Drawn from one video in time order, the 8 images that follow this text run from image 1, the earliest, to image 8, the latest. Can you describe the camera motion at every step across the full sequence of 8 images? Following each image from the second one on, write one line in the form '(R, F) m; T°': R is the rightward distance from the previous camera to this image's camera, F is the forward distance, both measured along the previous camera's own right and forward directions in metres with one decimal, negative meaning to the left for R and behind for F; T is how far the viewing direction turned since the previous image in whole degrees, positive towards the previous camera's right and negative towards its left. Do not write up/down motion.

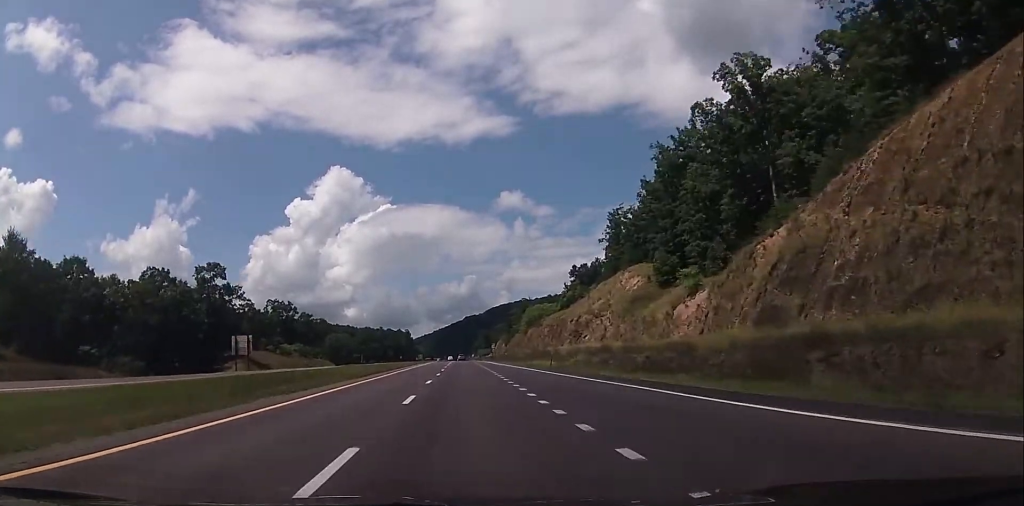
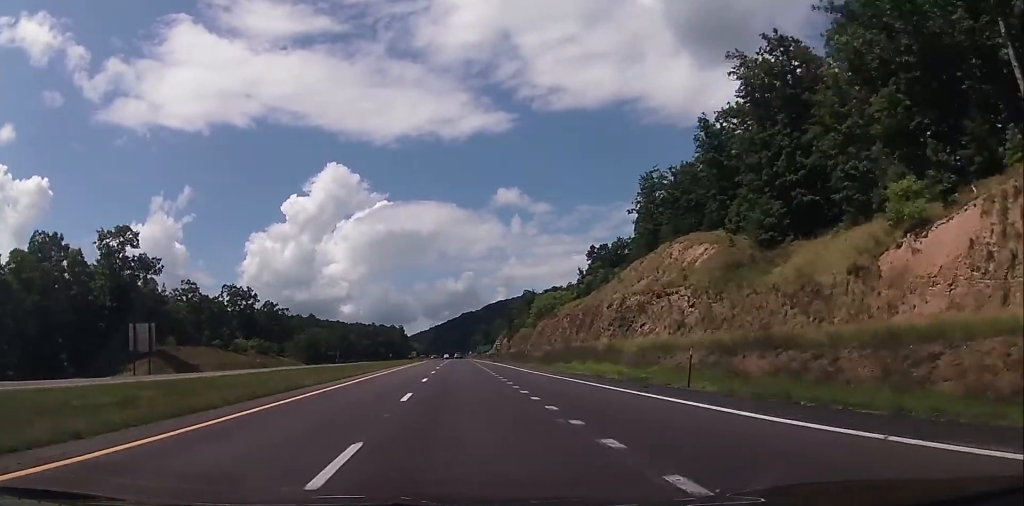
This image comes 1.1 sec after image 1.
(-0.5, +35.6) m; 0°
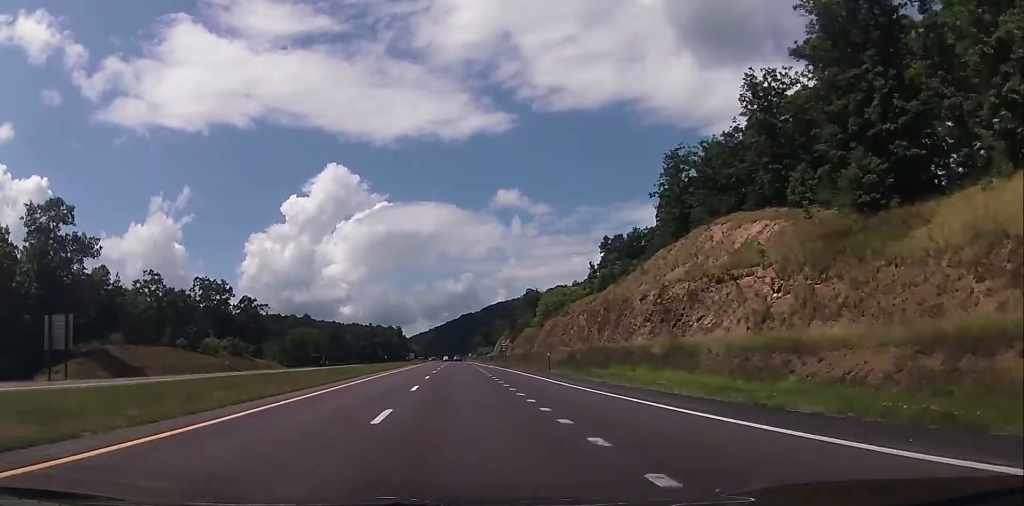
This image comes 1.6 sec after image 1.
(+0.4, +17.8) m; 0°
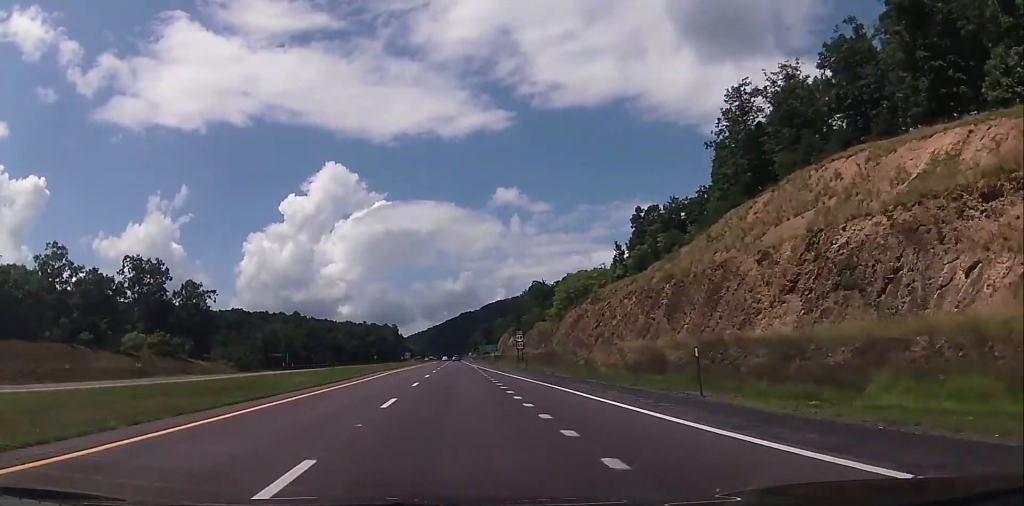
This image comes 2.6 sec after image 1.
(-0.1, +32.2) m; 0°
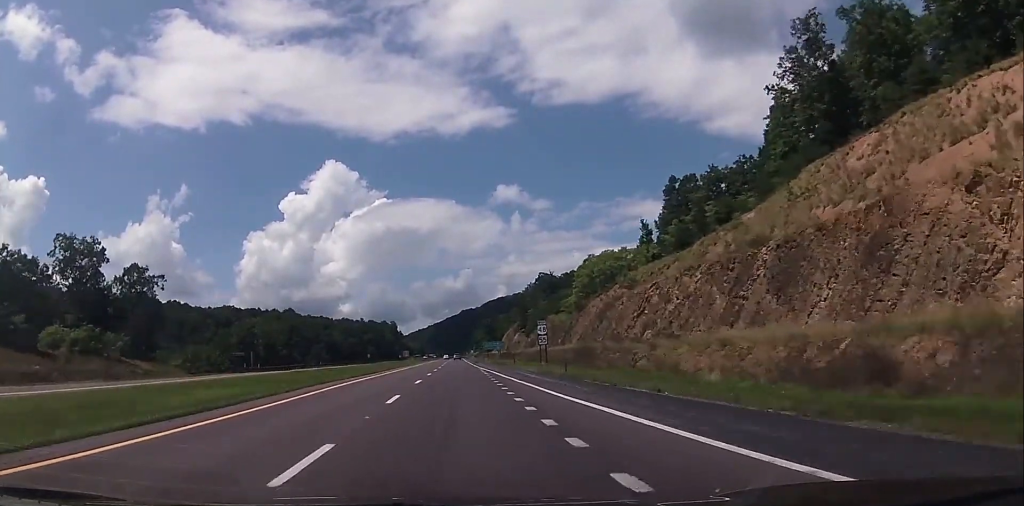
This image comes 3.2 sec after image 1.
(-0.1, +22.2) m; 0°
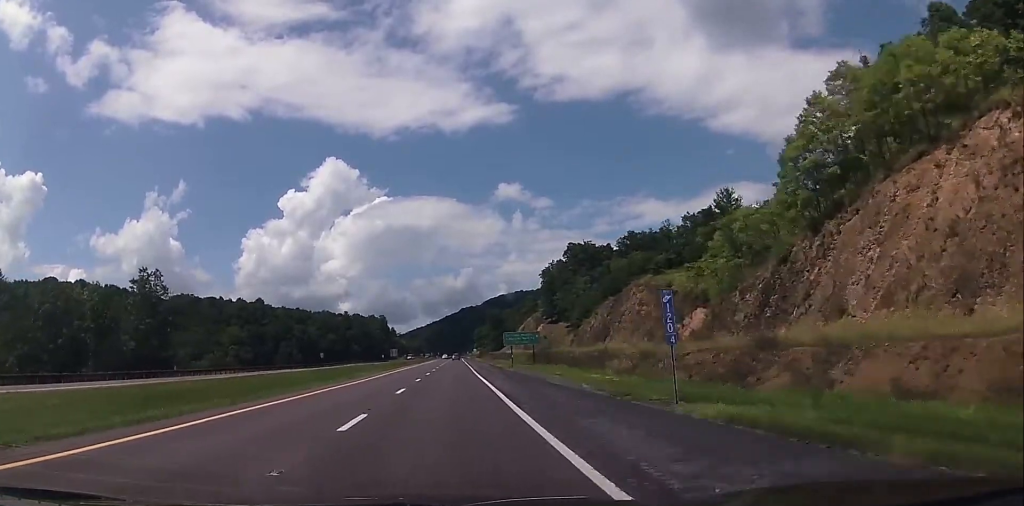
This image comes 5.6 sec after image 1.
(+0.9, +79.1) m; 0°
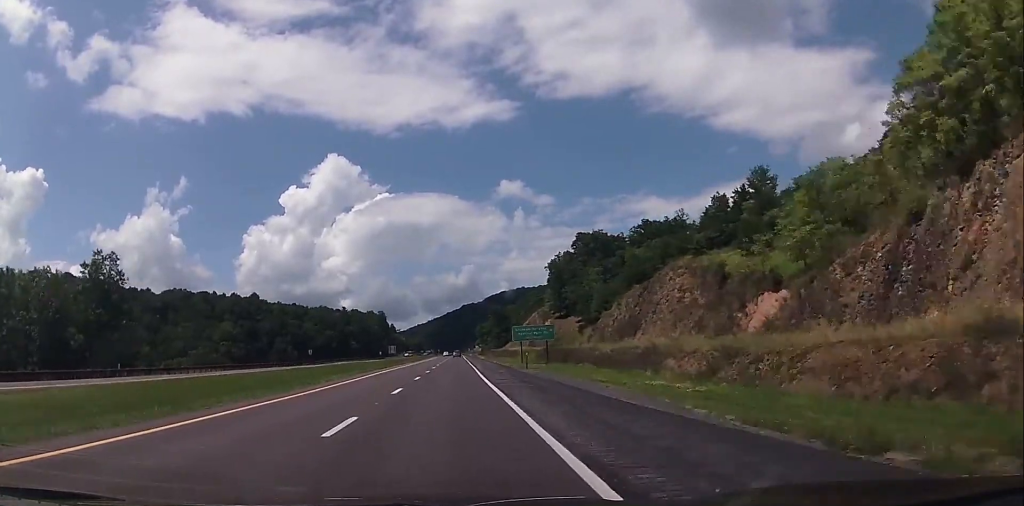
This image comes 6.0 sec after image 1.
(+0.1, +13.4) m; 0°
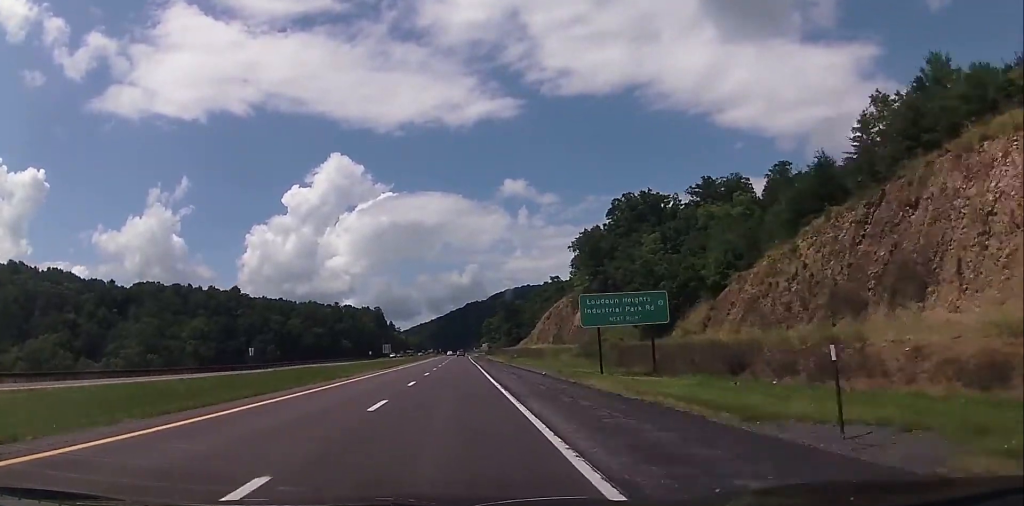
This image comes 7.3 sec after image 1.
(-0.2, +43.4) m; 0°
